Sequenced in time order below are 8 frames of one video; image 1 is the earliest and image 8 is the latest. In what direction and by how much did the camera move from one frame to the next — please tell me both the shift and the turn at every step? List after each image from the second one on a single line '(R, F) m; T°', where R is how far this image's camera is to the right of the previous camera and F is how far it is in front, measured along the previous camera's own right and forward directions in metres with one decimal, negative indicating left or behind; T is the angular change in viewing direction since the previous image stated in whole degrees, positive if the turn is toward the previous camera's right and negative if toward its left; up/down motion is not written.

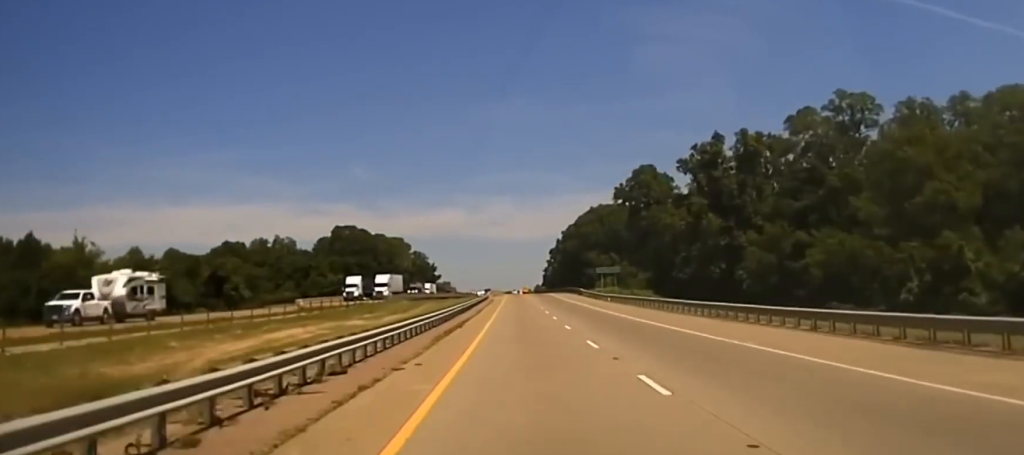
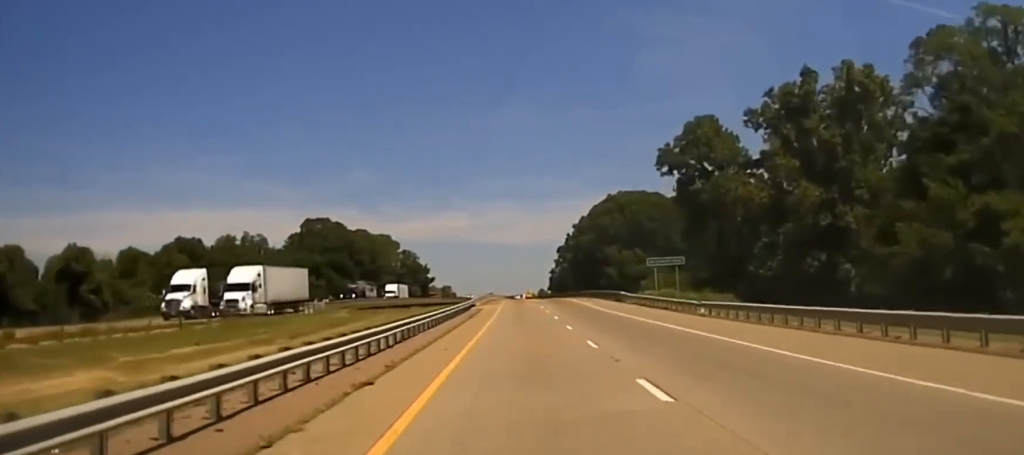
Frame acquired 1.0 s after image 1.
(-0.2, +49.3) m; -1°
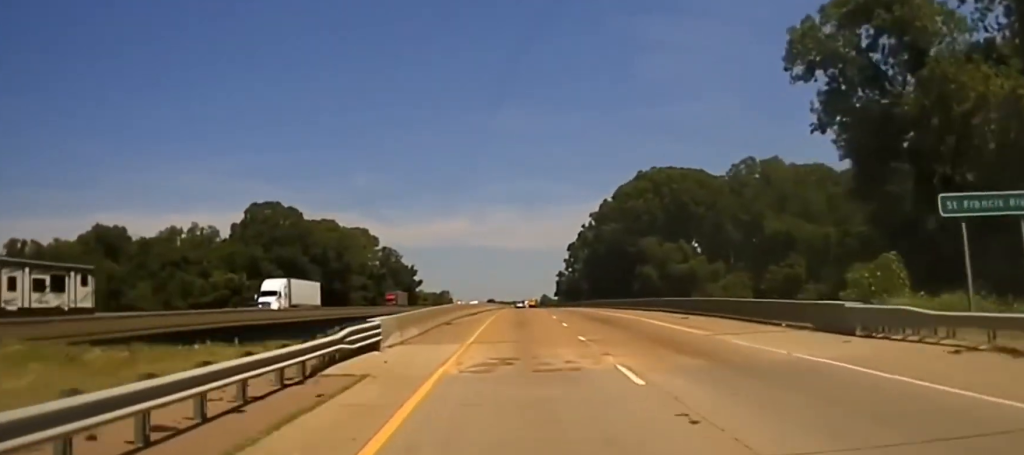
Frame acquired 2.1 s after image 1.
(-0.3, +58.4) m; 0°
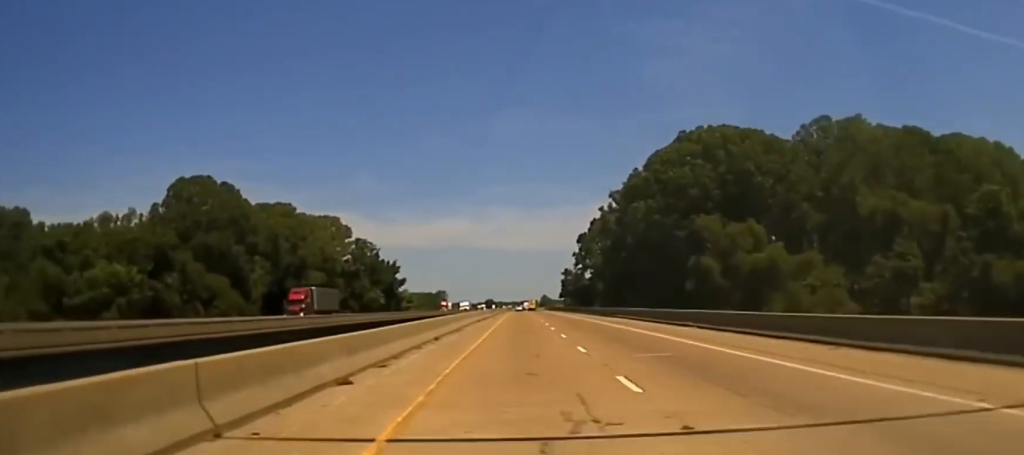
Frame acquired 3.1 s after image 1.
(+0.1, +50.4) m; +1°
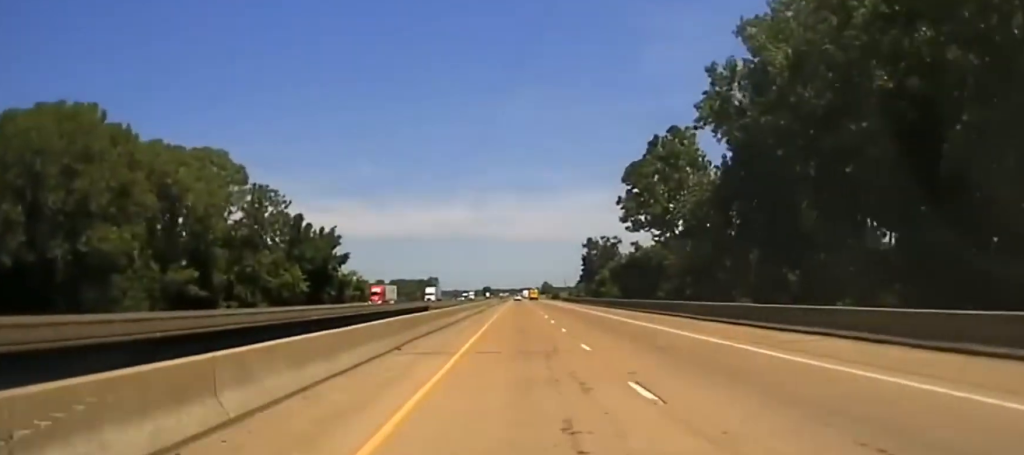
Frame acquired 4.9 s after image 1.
(+0.4, +98.1) m; 0°
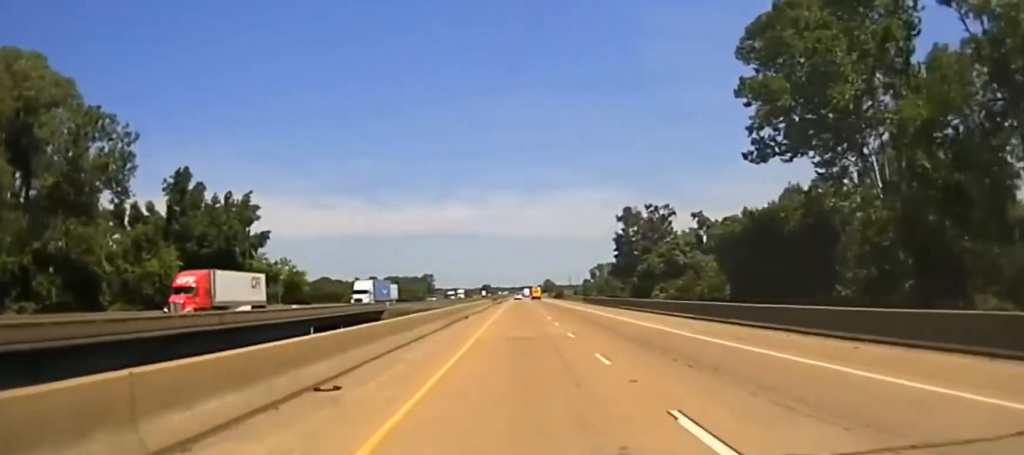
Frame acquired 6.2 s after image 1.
(-0.2, +67.3) m; 0°
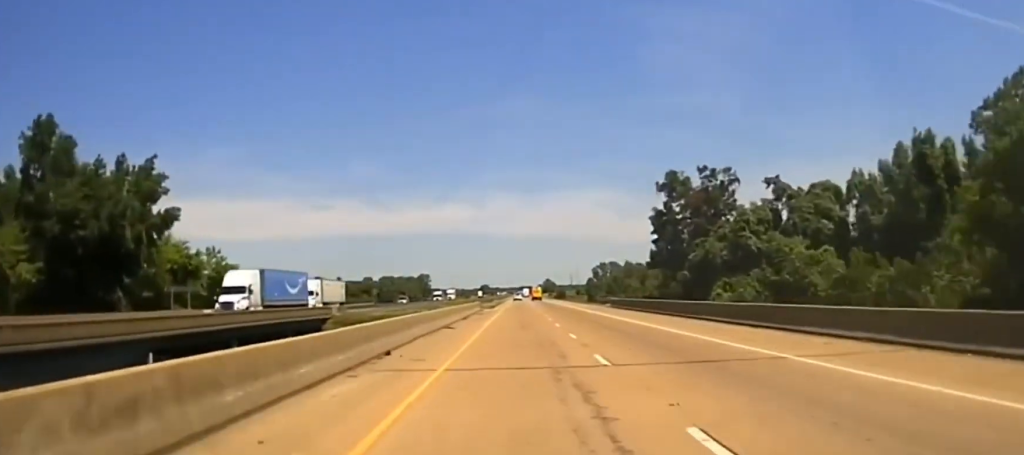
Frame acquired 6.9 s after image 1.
(-0.1, +37.6) m; 0°
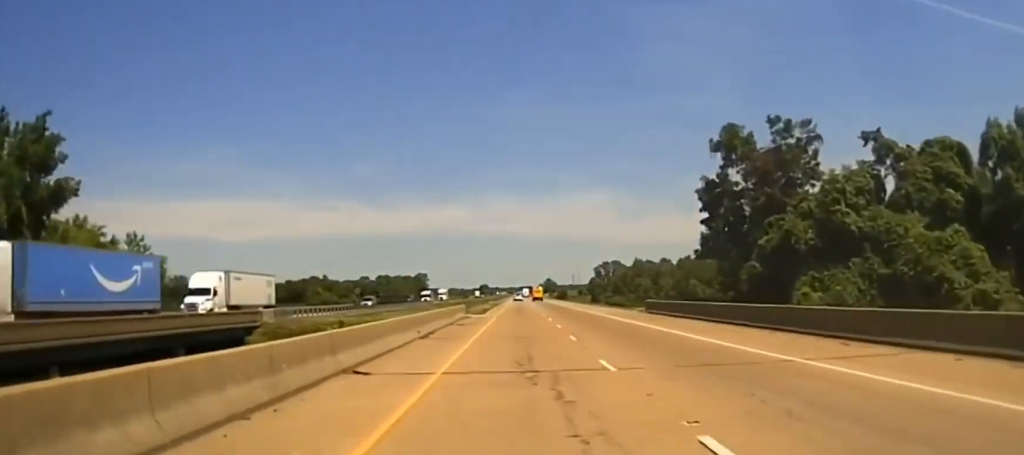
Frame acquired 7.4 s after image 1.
(-0.2, +25.1) m; 0°
